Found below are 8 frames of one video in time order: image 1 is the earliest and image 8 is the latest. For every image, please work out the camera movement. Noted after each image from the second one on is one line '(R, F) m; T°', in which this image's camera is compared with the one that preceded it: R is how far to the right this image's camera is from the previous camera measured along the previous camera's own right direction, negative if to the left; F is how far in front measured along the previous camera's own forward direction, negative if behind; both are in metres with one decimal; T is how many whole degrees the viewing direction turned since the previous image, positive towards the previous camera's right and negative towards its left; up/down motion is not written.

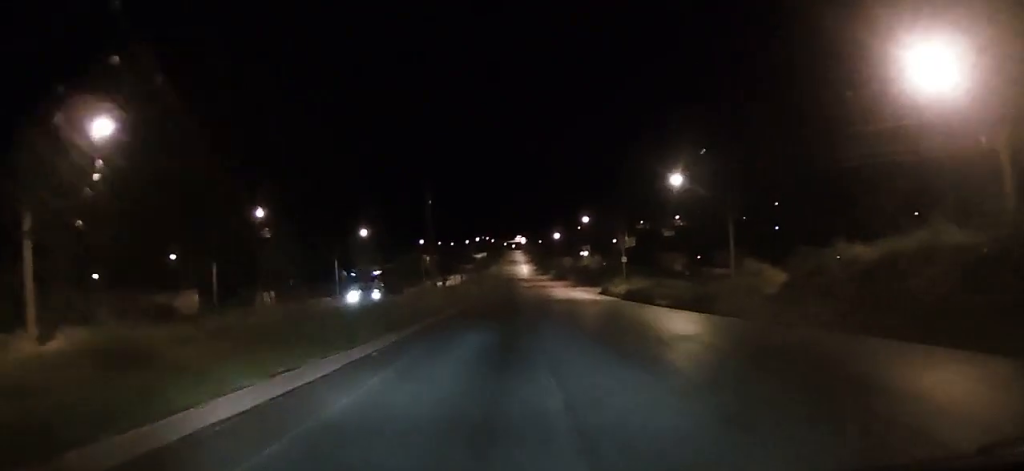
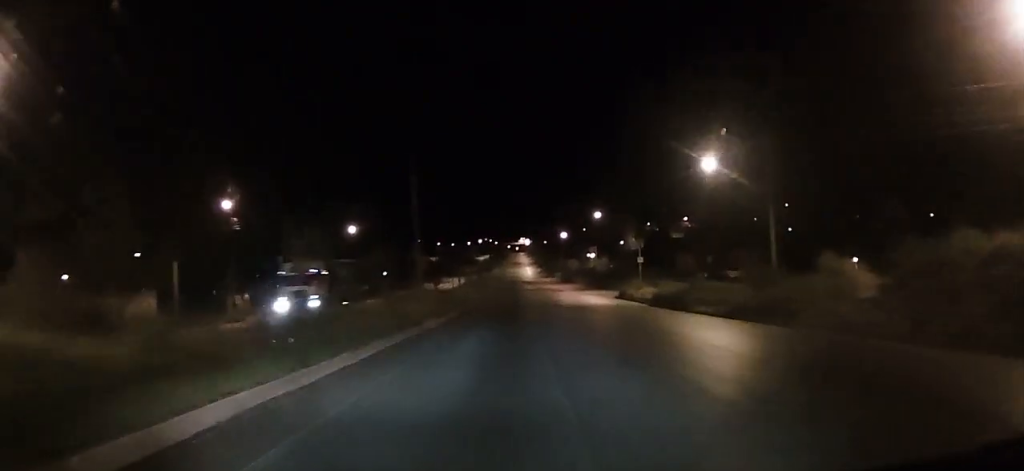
(0.0, +8.6) m; 0°
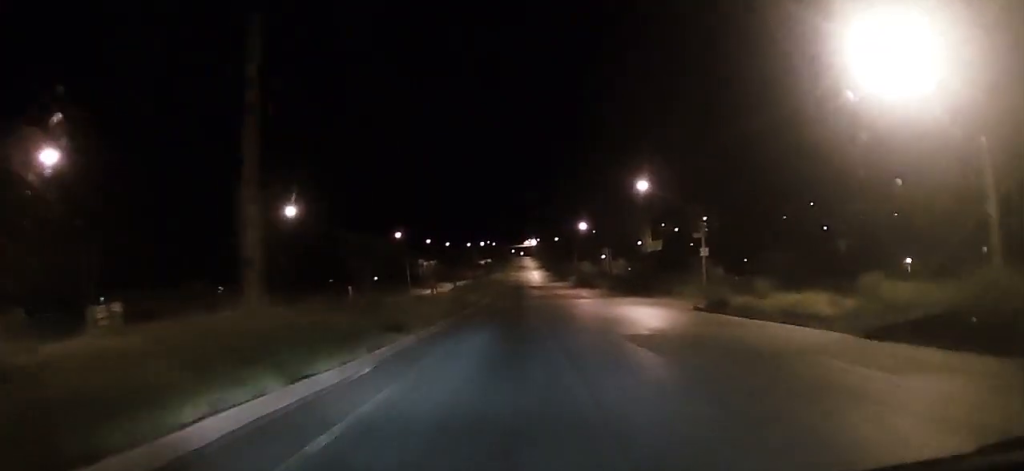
(-0.1, +24.7) m; 0°
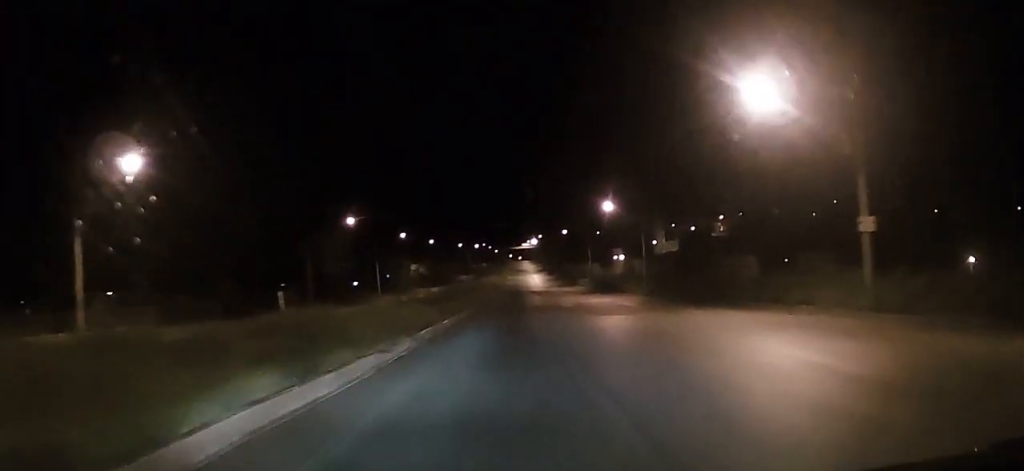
(+0.2, +25.7) m; 0°
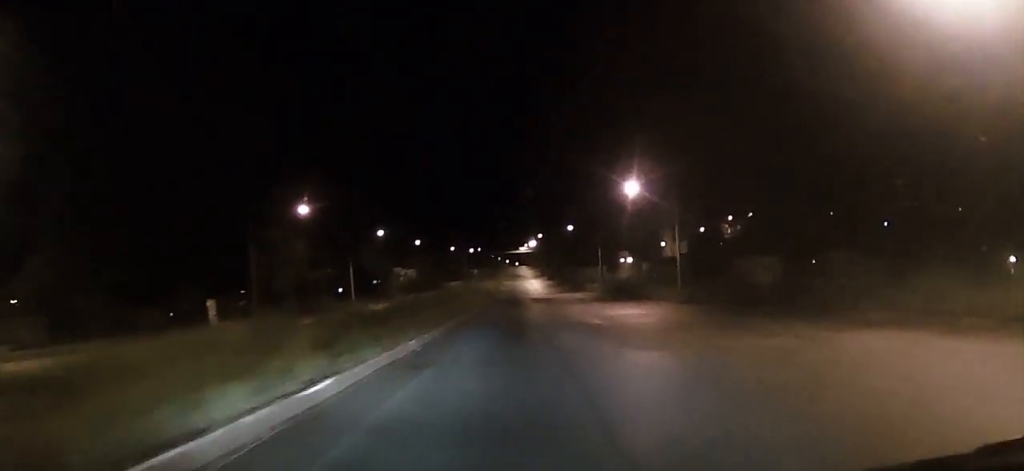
(0.0, +14.3) m; 0°
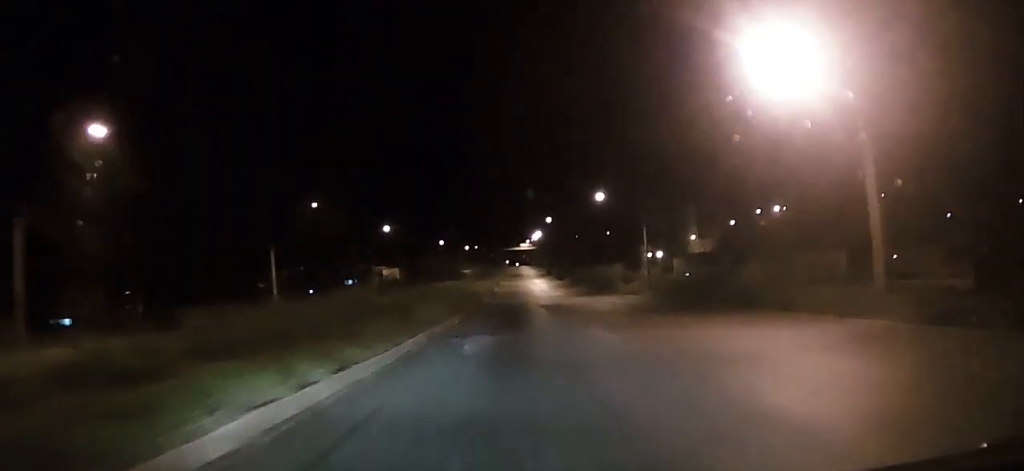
(-0.4, +27.9) m; 0°
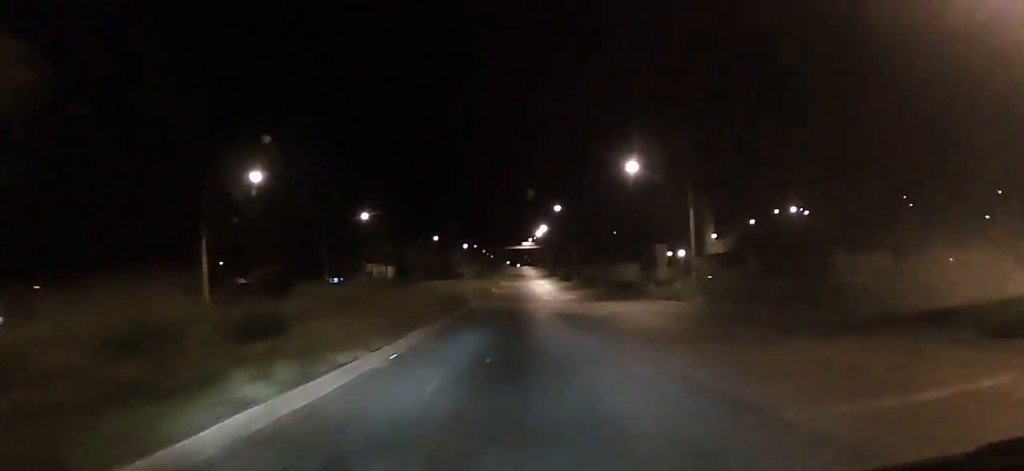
(+0.2, +13.5) m; +1°
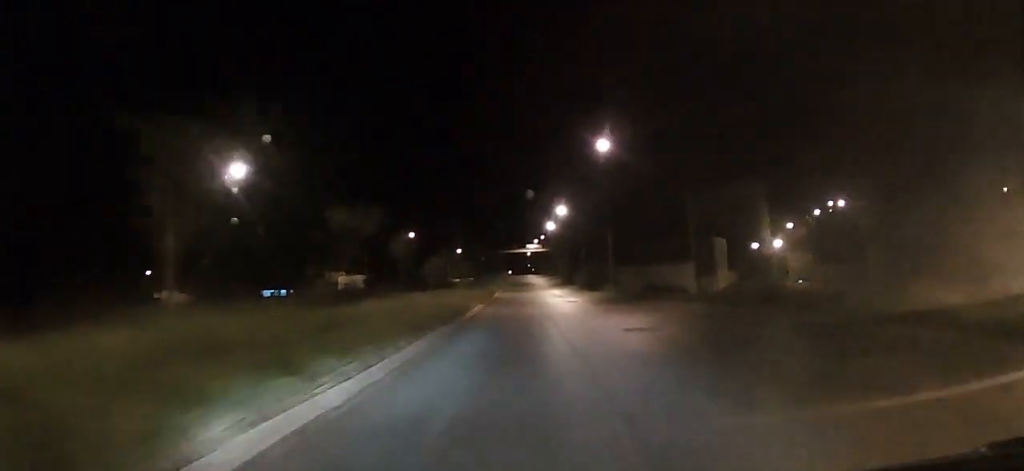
(-0.2, +34.6) m; -1°
